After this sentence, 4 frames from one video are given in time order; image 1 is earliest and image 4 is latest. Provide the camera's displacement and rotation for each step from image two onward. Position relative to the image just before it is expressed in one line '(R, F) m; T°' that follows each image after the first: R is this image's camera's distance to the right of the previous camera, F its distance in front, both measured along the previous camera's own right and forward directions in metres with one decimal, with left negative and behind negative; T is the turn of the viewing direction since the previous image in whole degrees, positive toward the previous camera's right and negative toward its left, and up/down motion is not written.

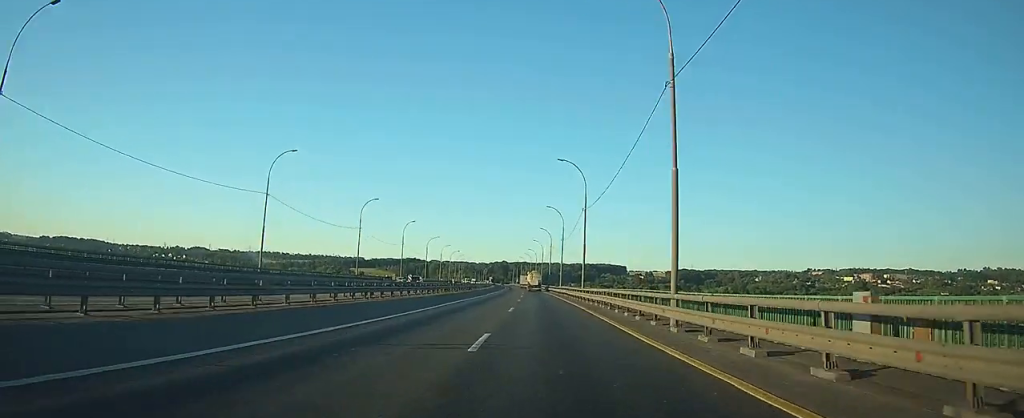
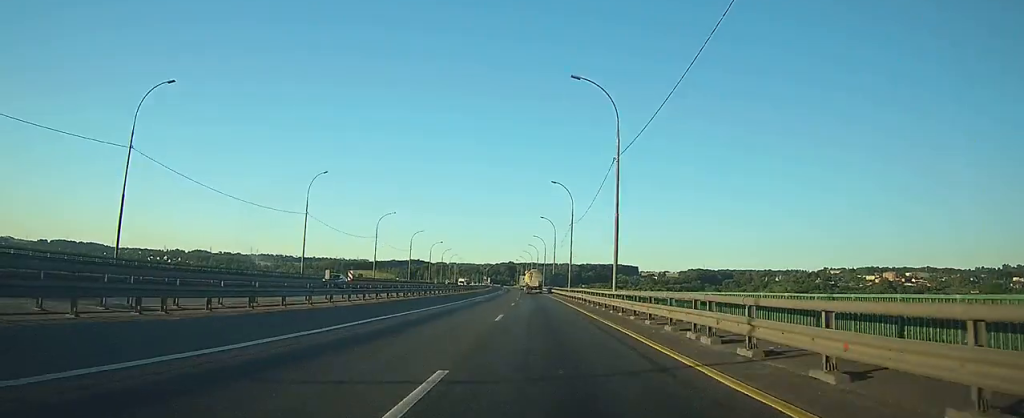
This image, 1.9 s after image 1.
(-0.7, +54.6) m; -1°
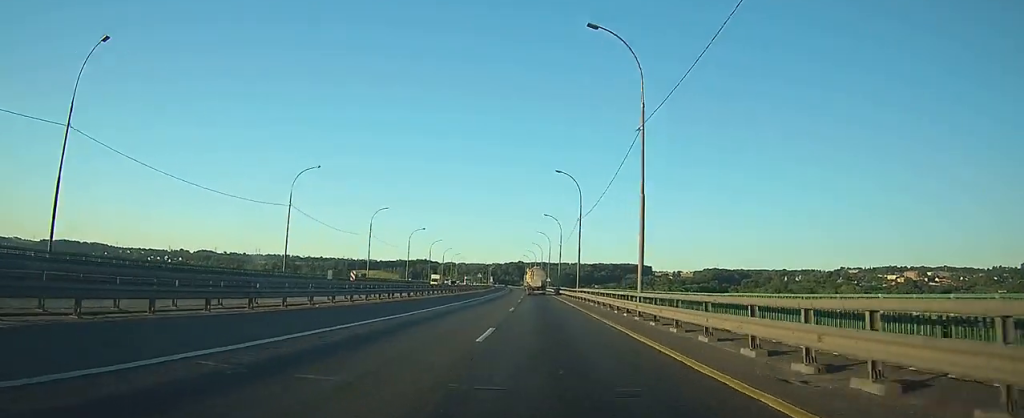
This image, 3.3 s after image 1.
(-0.2, +39.7) m; -1°
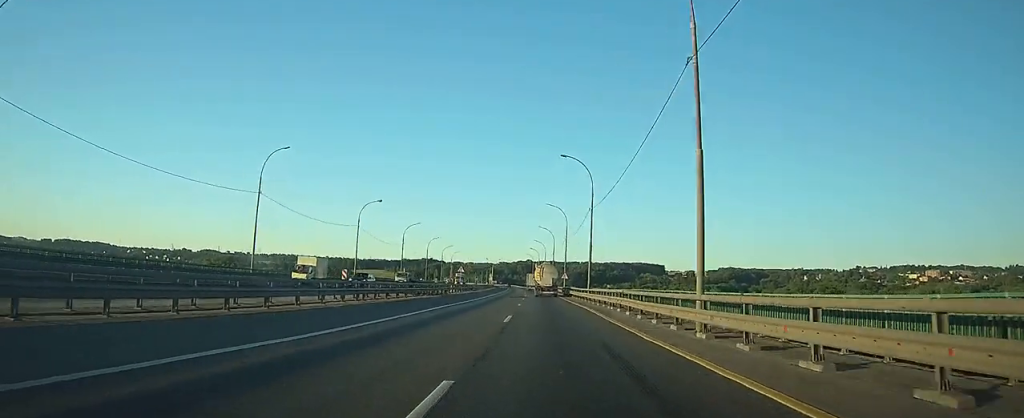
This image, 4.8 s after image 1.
(-0.4, +41.5) m; -1°
